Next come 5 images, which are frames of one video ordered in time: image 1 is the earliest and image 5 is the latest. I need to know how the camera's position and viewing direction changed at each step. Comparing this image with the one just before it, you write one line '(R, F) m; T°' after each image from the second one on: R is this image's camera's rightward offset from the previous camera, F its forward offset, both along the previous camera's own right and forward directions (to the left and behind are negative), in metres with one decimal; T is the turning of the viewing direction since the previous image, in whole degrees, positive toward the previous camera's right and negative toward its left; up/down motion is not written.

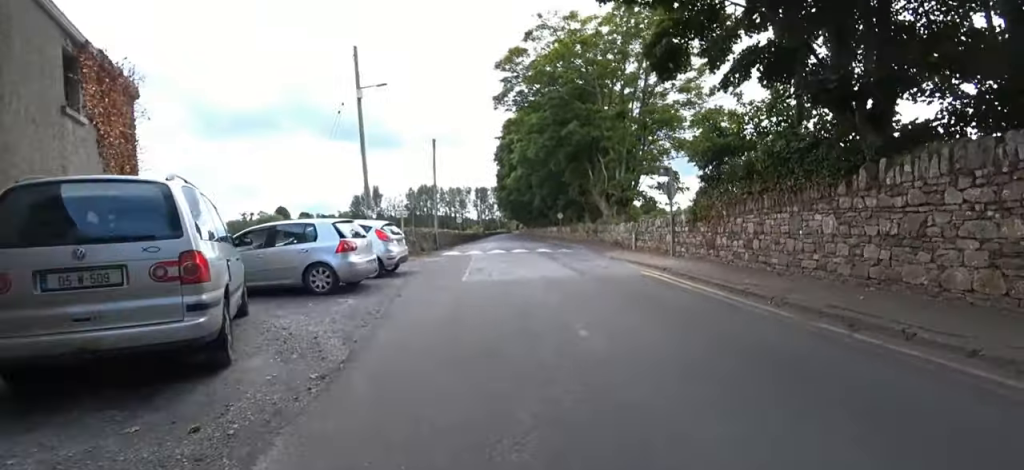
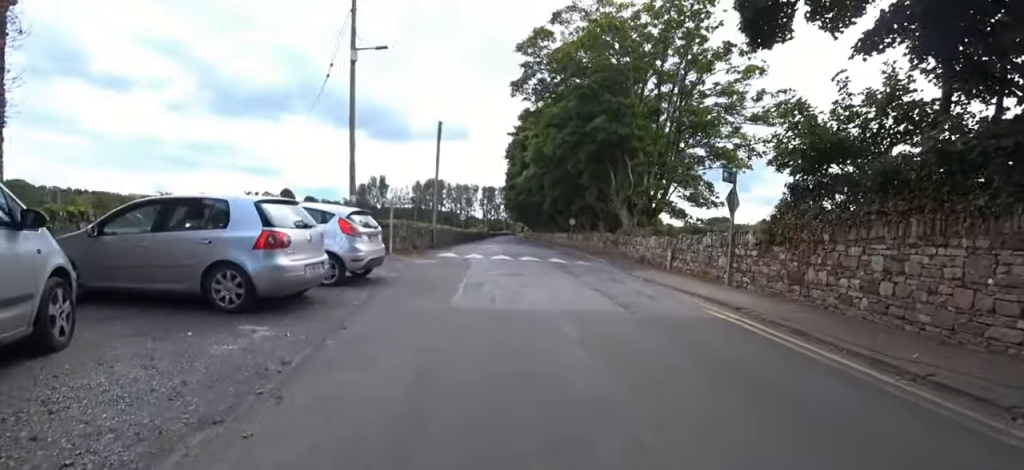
(-0.2, +3.2) m; -7°
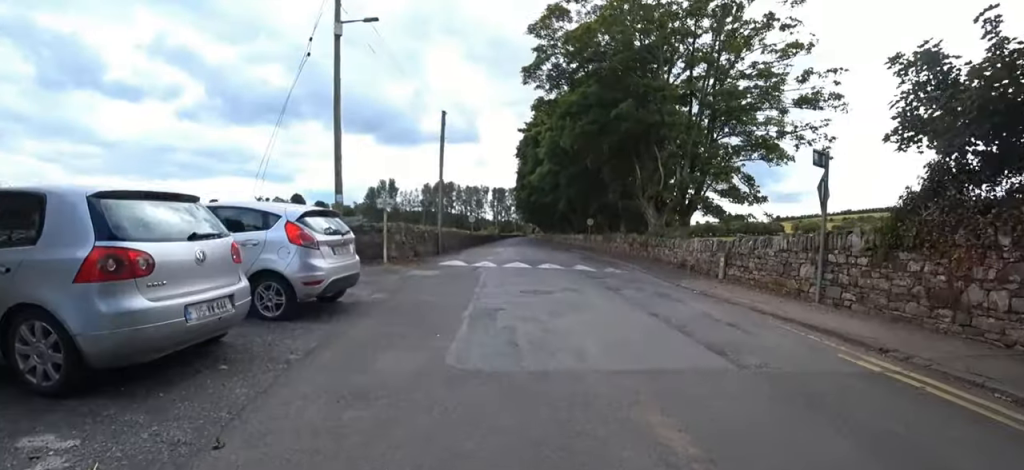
(0.0, +2.7) m; -5°
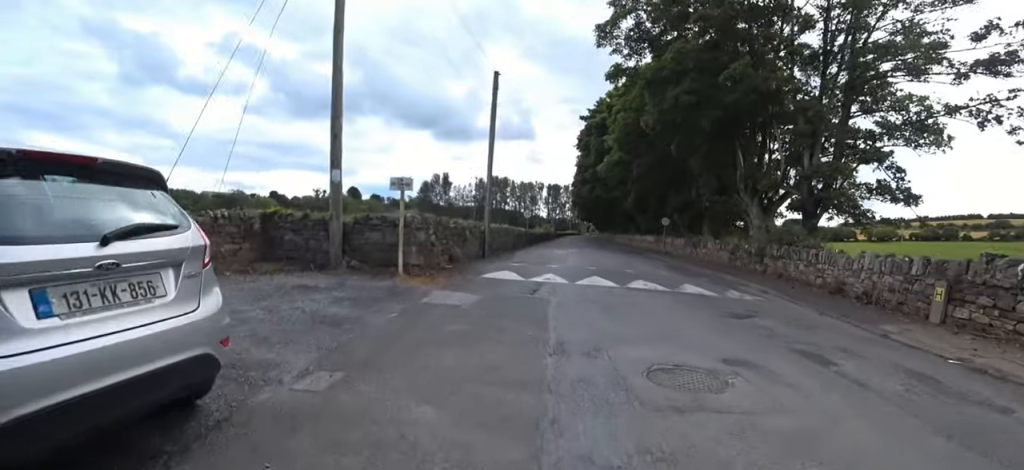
(-0.4, +5.2) m; 0°
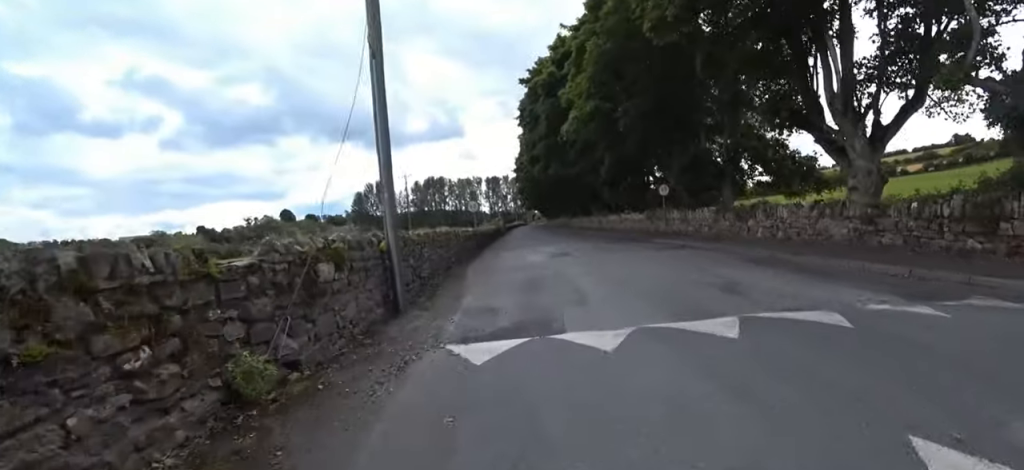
(0.0, +9.8) m; +9°
